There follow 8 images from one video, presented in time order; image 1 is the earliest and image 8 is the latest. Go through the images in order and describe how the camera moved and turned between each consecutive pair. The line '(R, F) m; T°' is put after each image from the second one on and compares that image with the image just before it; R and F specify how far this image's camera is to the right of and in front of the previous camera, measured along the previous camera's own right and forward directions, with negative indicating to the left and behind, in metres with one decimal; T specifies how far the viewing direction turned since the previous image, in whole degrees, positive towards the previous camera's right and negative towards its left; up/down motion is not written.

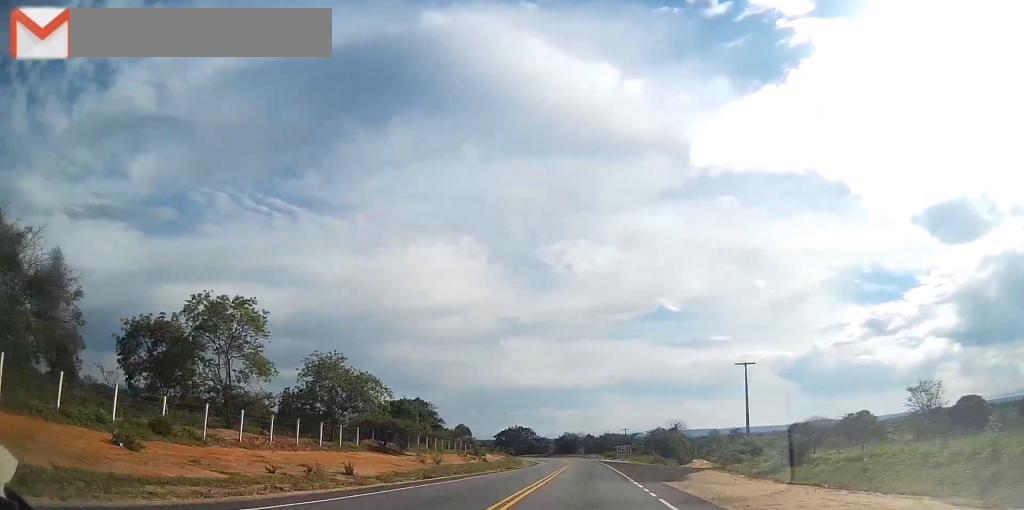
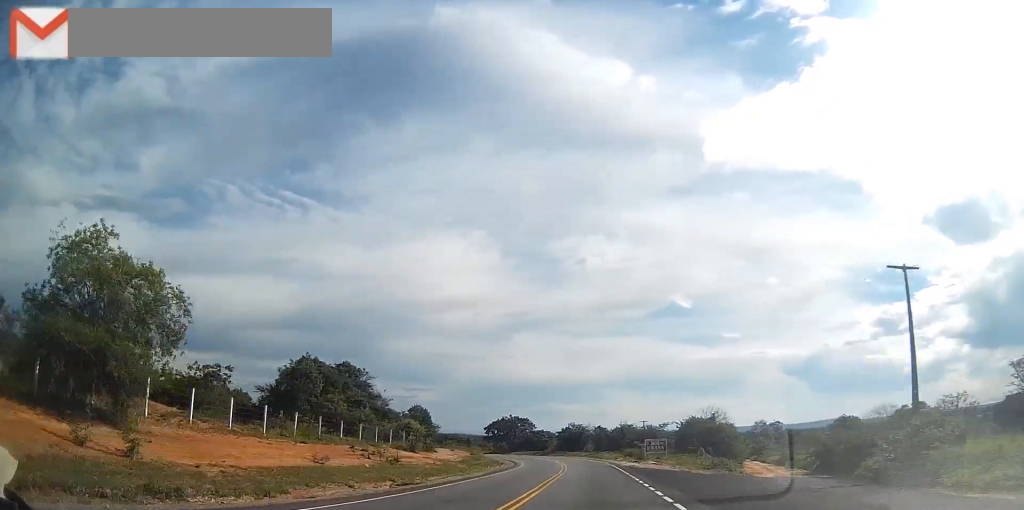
(0.0, +35.3) m; 0°
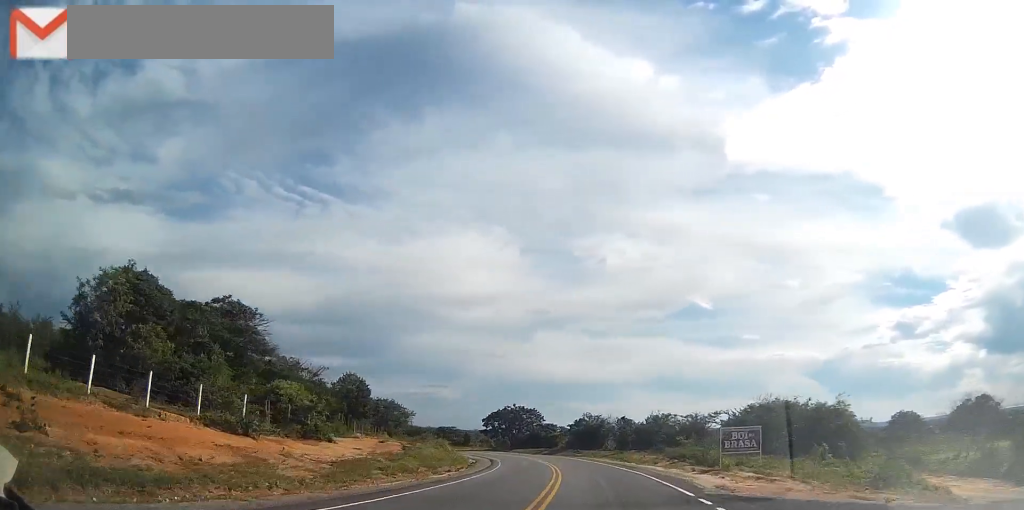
(0.0, +30.9) m; 0°
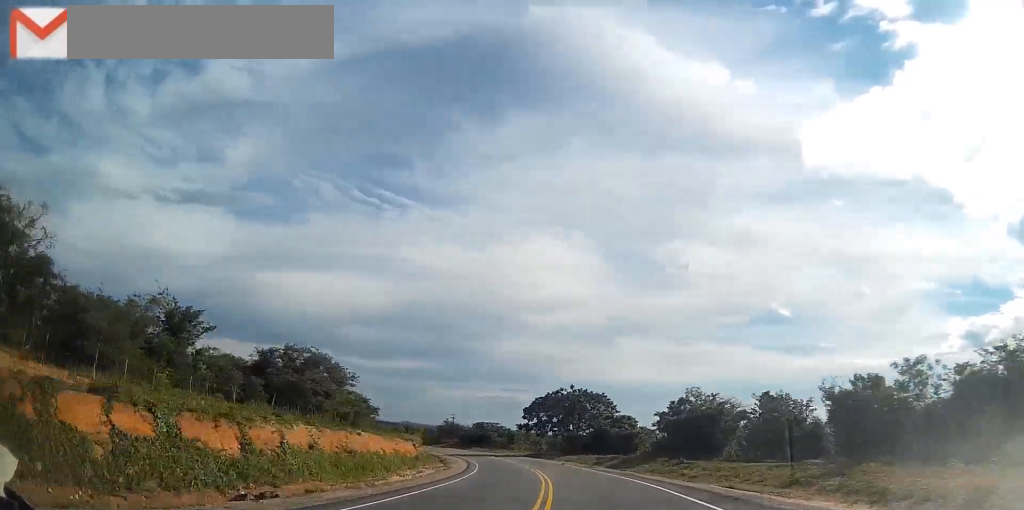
(-1.1, +48.5) m; -5°
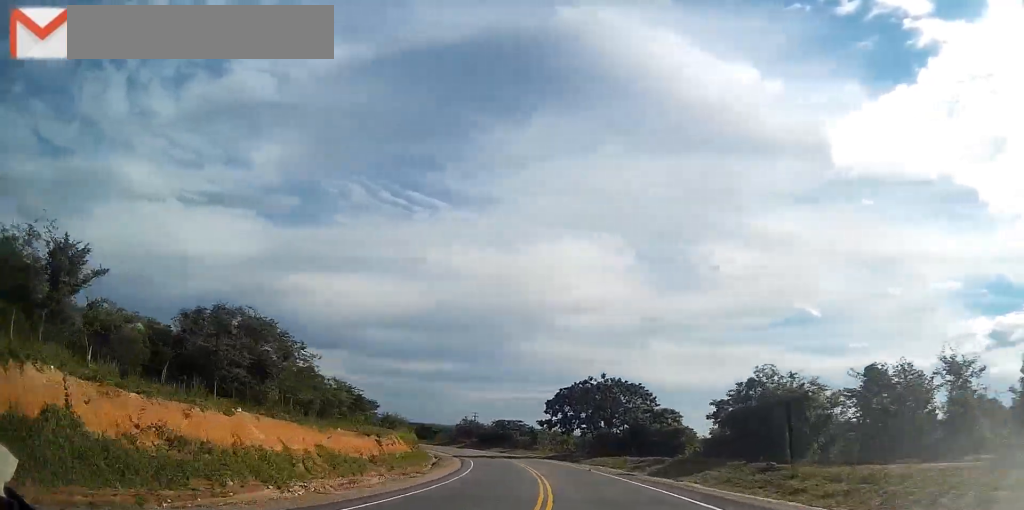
(-0.2, +13.5) m; -3°
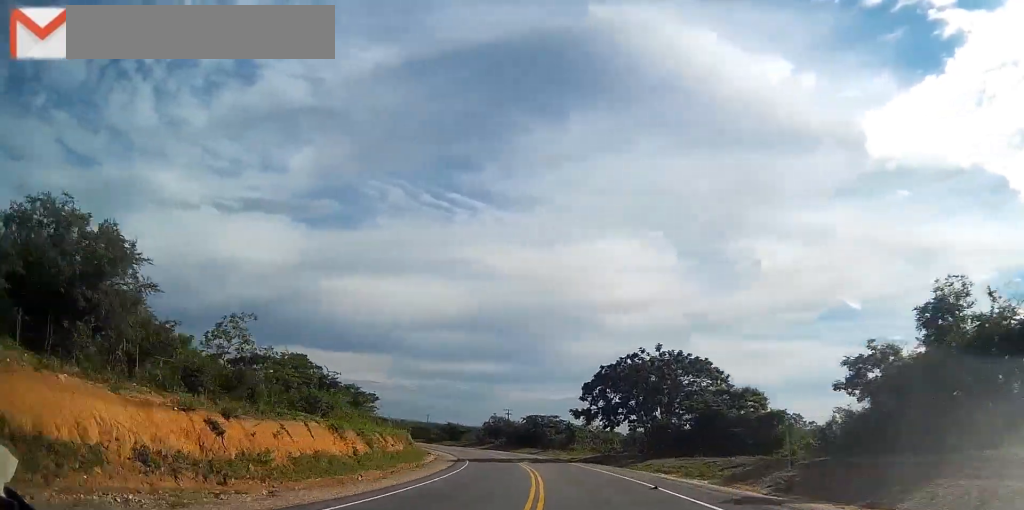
(-0.9, +18.2) m; -4°
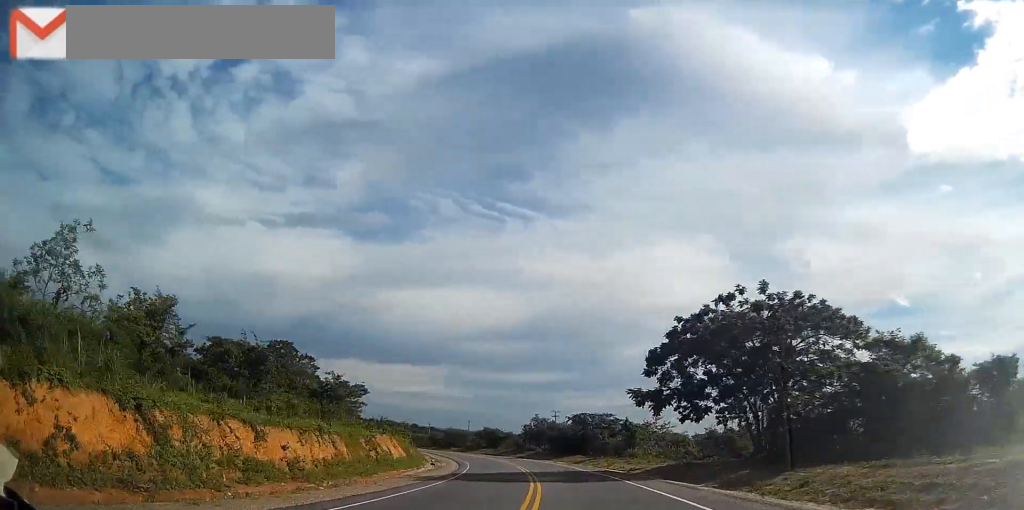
(-0.8, +20.2) m; -5°
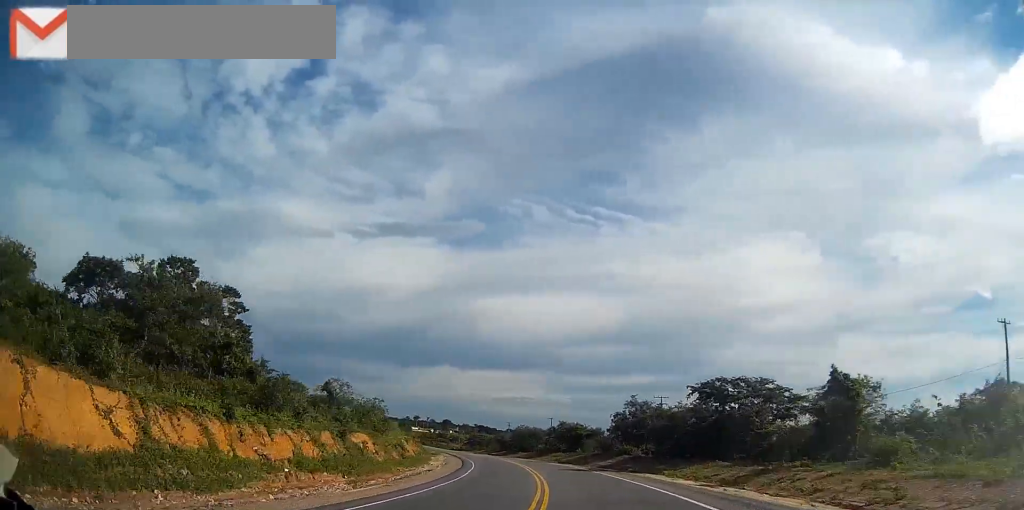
(-2.8, +34.0) m; -10°
